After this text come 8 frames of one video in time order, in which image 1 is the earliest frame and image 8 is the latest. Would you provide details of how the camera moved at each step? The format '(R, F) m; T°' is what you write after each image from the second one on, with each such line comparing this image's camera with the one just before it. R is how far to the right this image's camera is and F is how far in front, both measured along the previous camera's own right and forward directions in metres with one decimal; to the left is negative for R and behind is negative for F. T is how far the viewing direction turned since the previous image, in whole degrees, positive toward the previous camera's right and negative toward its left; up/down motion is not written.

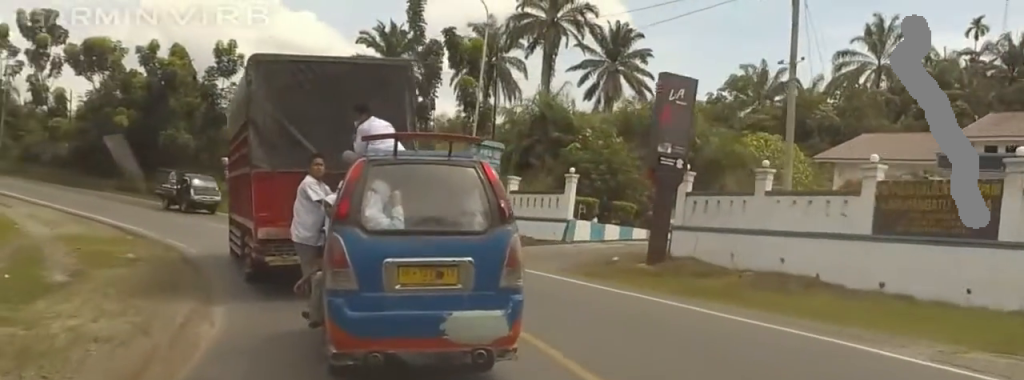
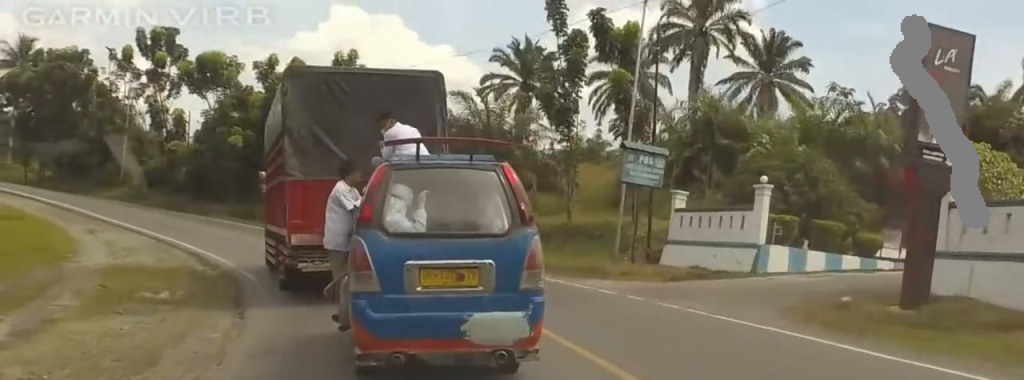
(-1.1, +8.0) m; -3°
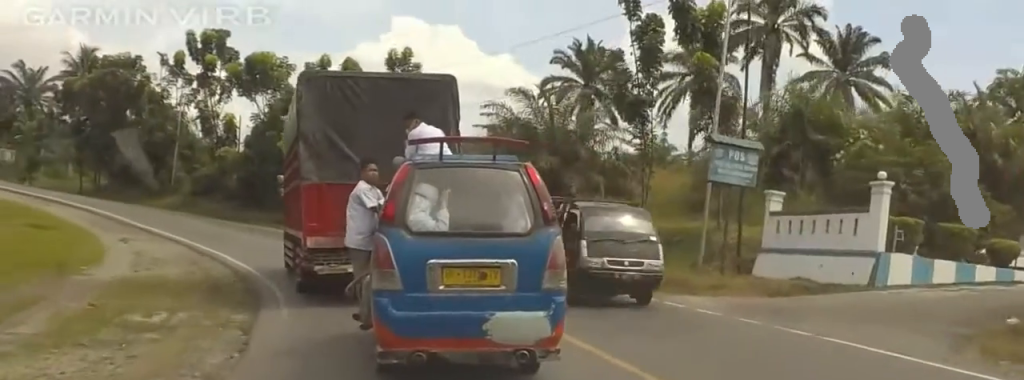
(-0.3, +3.7) m; +3°
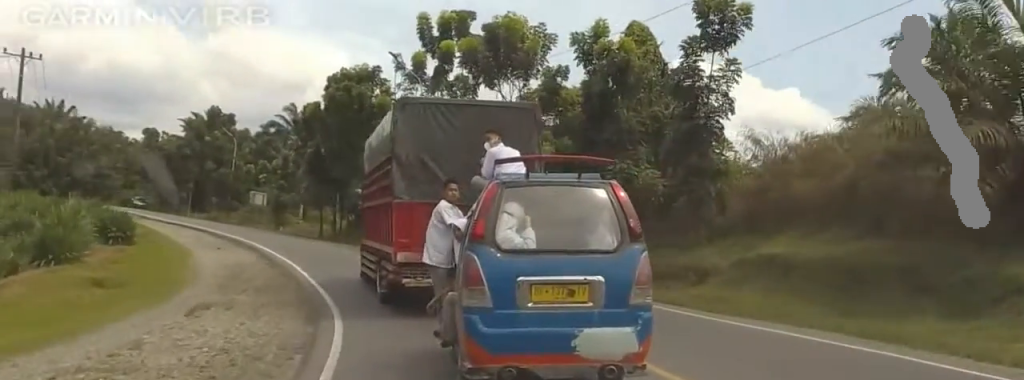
(+6.6, +20.3) m; +19°
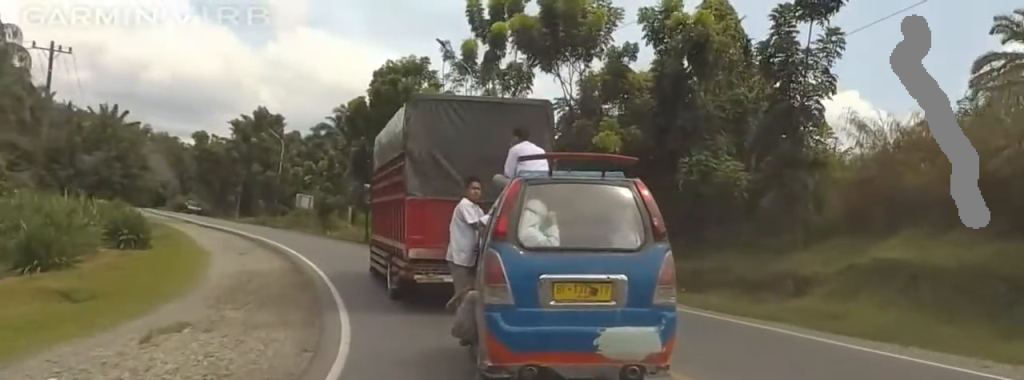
(-0.2, +4.8) m; -2°
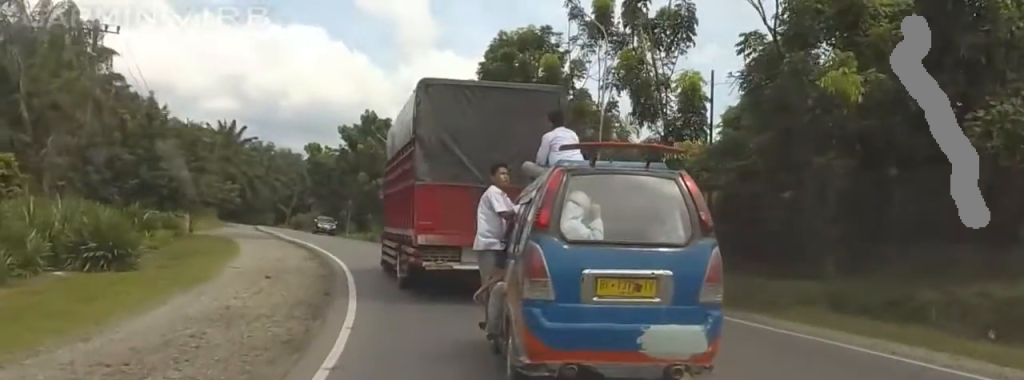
(+0.7, +12.5) m; +8°
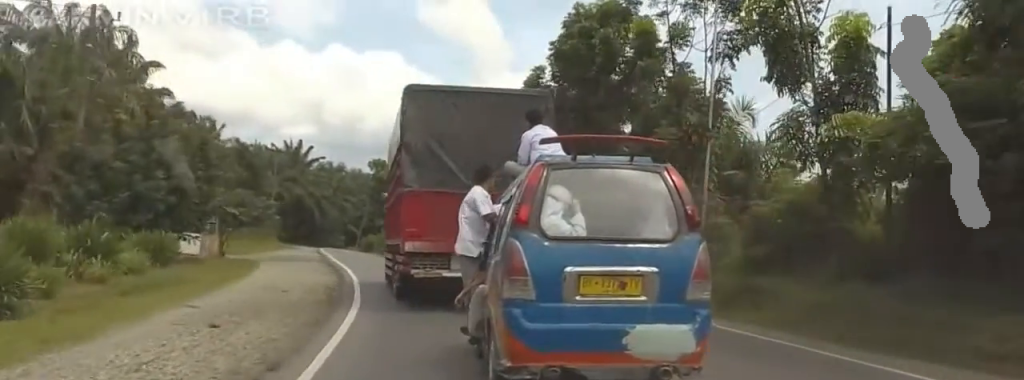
(+0.6, +8.8) m; +6°
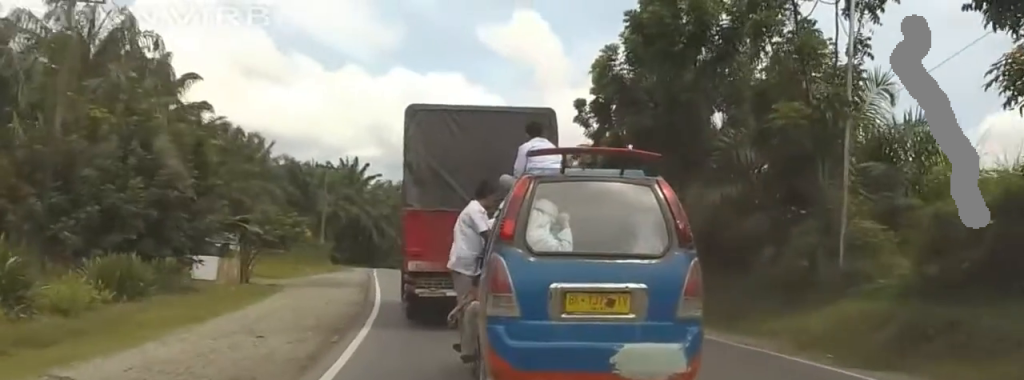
(+0.1, +7.4) m; +6°
